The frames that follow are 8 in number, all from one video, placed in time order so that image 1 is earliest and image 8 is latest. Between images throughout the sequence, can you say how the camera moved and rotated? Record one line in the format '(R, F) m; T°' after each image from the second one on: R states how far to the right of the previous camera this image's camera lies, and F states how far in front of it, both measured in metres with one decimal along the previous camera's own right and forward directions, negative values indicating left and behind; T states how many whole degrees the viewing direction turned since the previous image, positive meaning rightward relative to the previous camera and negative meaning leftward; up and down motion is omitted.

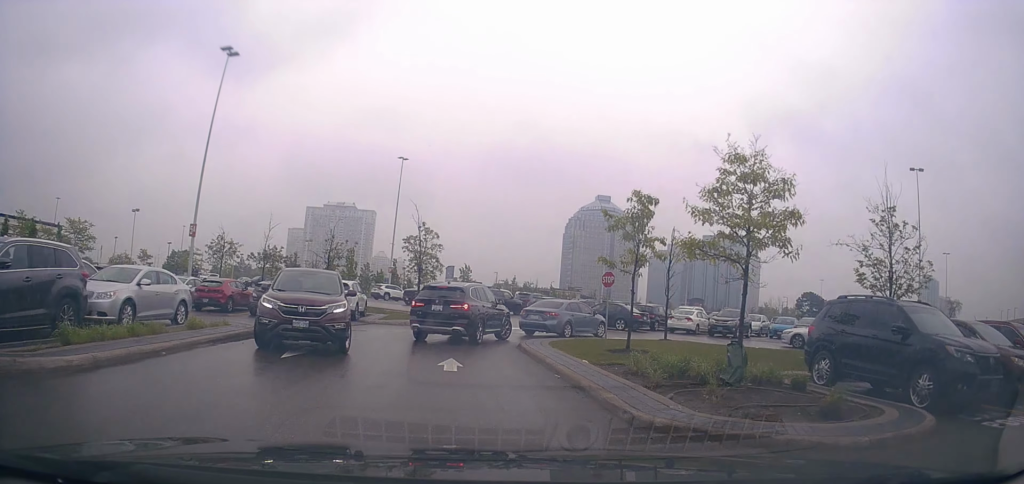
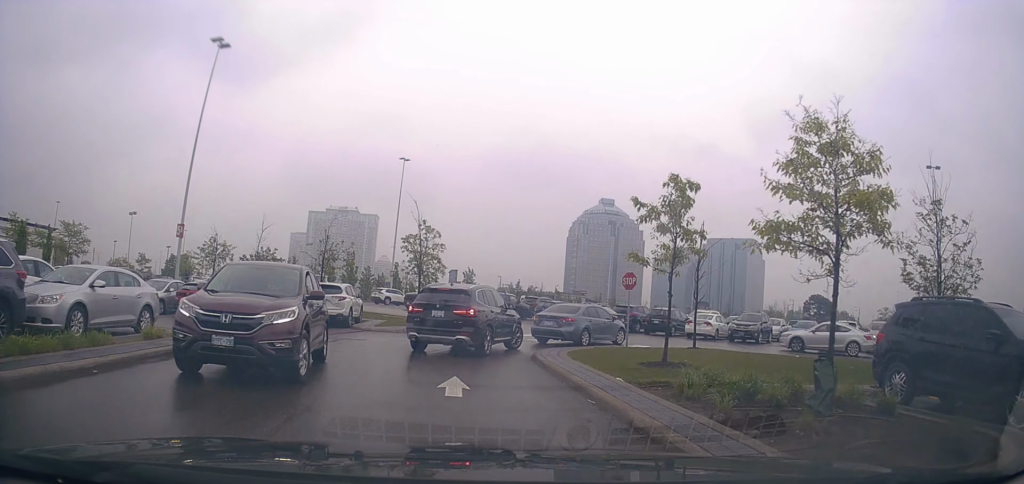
(0.0, +2.2) m; +1°
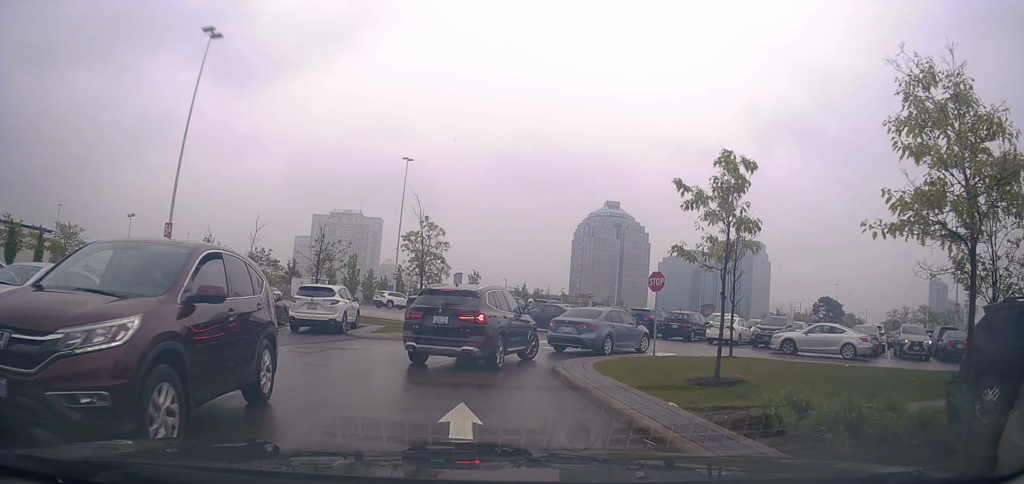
(+0.3, +2.4) m; -2°
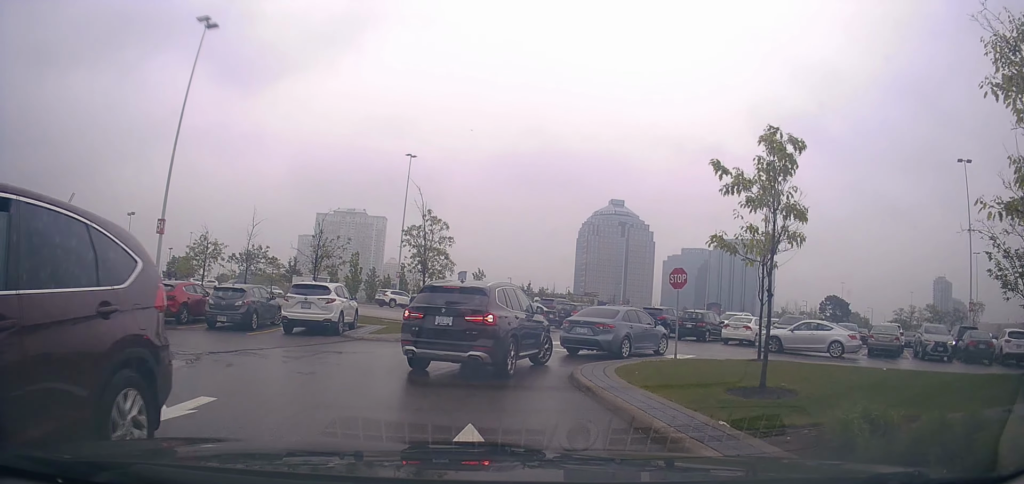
(-0.2, +1.5) m; -2°
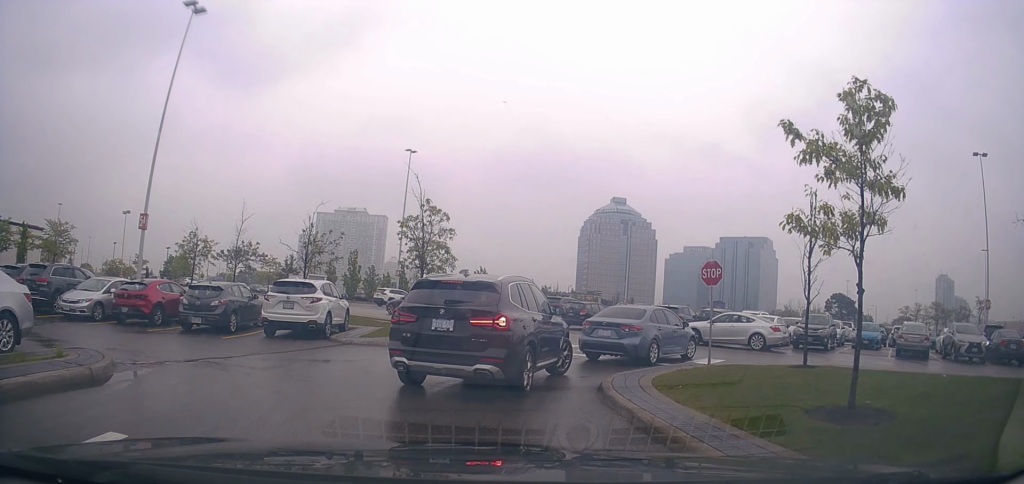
(-0.1, +2.7) m; -2°
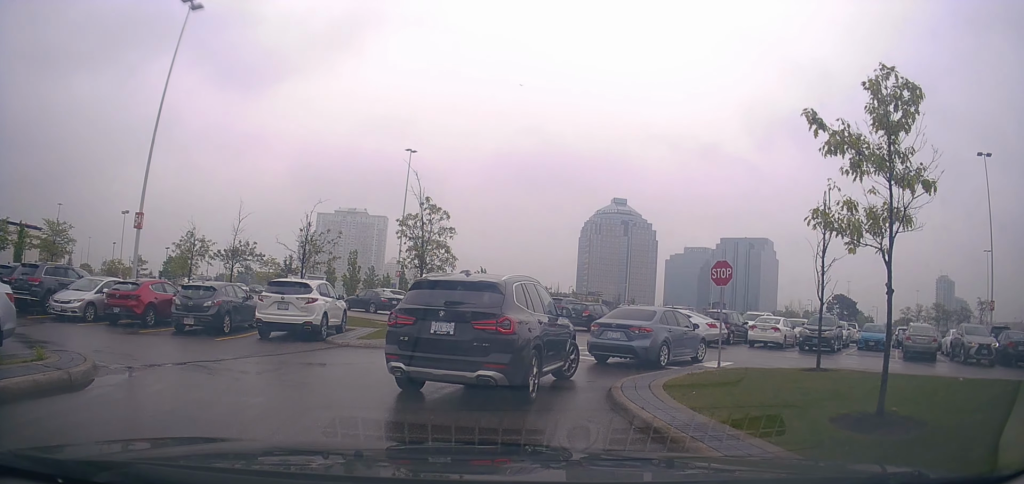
(+0.2, +0.8) m; 0°
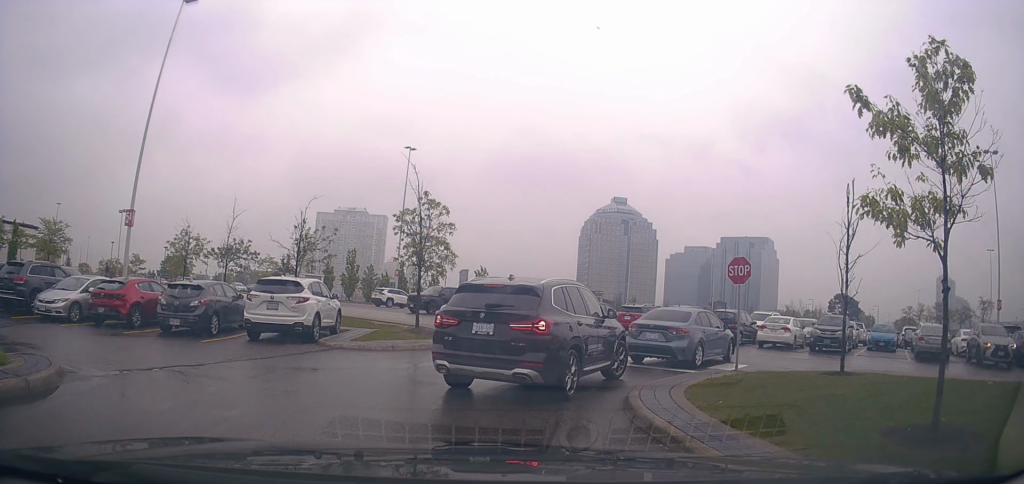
(-0.6, +1.3) m; 0°
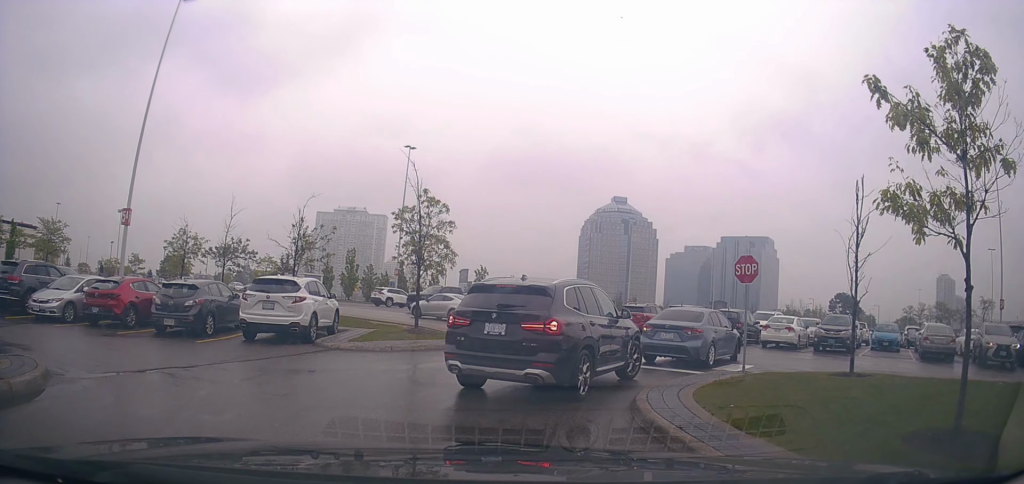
(0.0, +0.3) m; 0°
